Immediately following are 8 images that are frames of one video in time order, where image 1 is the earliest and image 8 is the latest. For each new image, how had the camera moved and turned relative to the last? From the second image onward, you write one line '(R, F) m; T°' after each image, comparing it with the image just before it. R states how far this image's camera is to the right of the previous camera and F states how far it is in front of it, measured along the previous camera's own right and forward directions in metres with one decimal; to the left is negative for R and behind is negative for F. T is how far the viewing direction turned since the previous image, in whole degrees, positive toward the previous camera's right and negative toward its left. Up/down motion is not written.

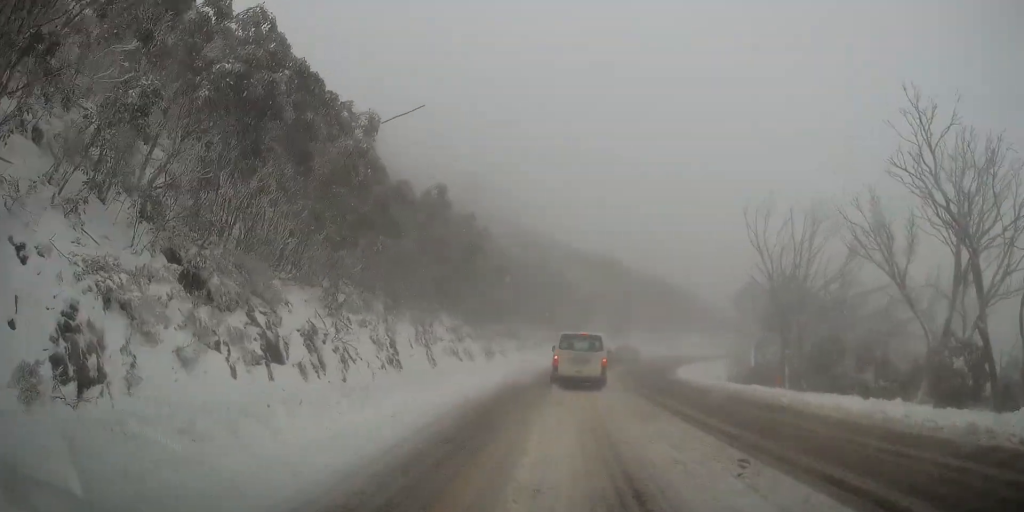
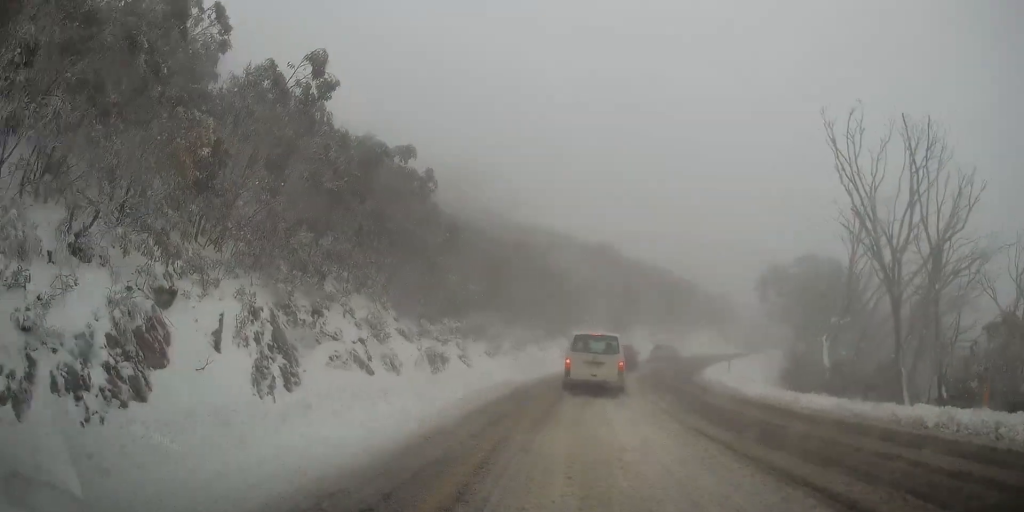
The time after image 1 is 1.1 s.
(-0.2, +12.4) m; 0°
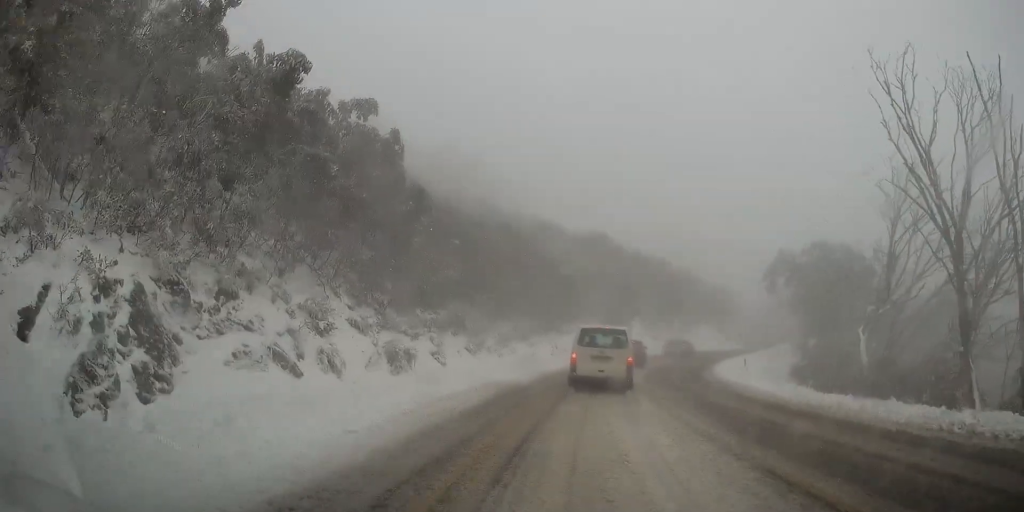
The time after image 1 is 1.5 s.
(+0.1, +4.5) m; +1°
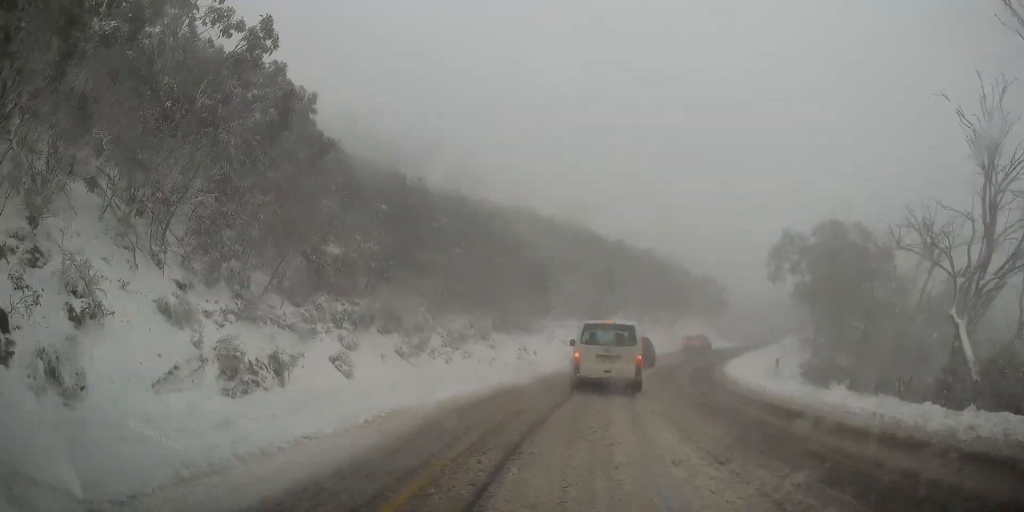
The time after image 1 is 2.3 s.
(+0.1, +8.7) m; +2°
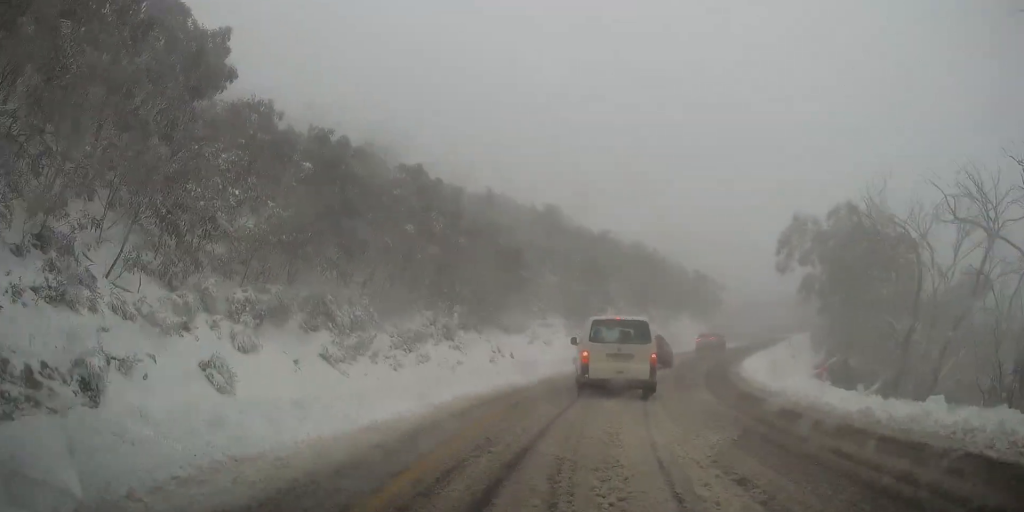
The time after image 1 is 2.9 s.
(+0.3, +6.1) m; +1°
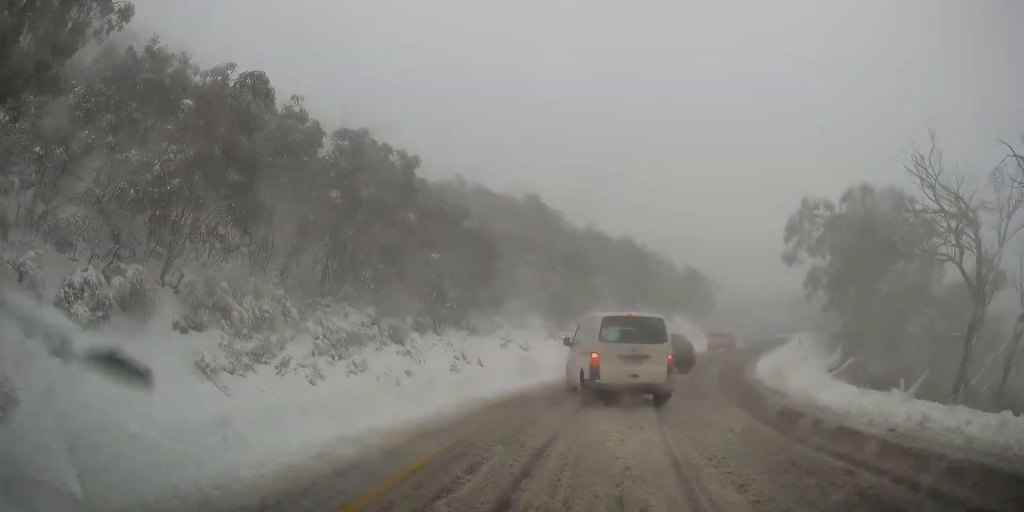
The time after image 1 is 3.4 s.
(0.0, +5.8) m; +1°
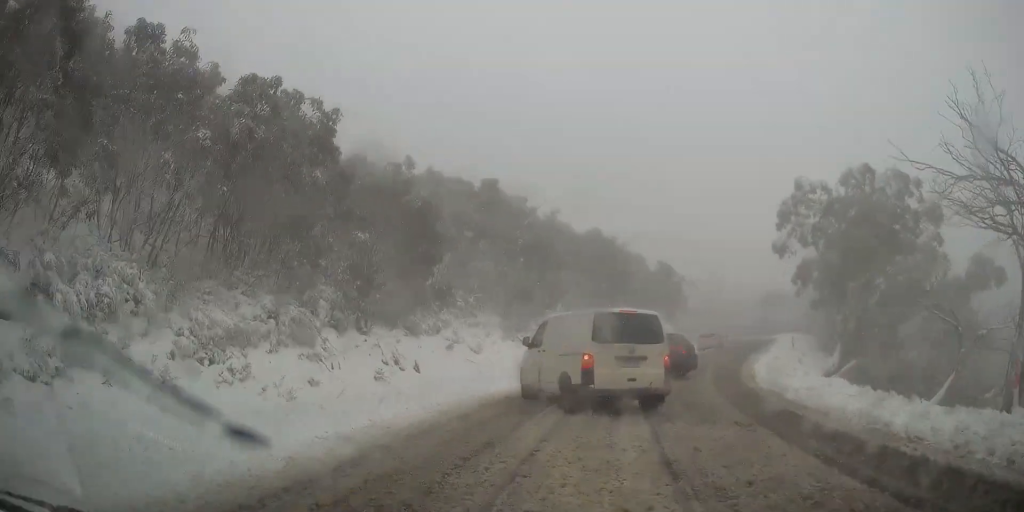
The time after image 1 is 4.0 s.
(-0.1, +5.7) m; +1°
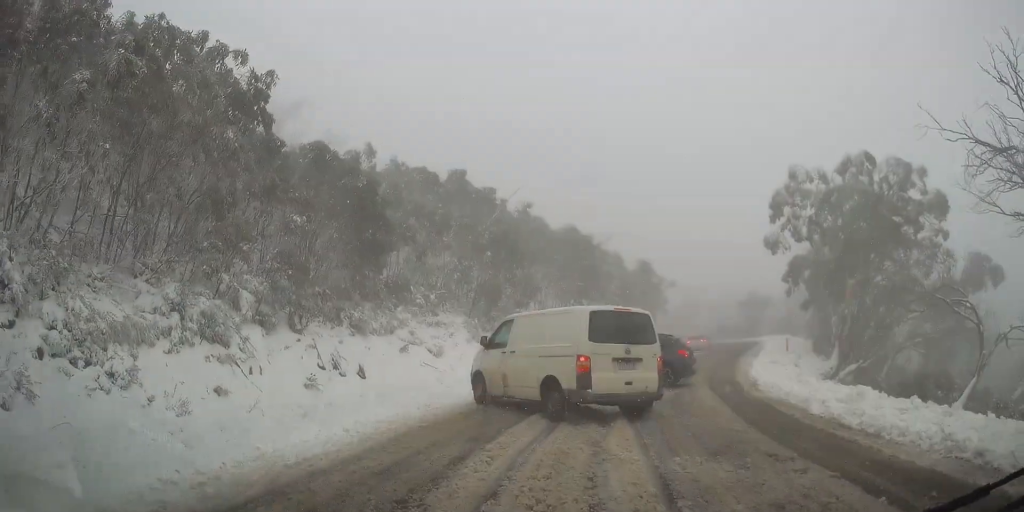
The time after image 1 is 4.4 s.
(+0.1, +3.7) m; +2°
